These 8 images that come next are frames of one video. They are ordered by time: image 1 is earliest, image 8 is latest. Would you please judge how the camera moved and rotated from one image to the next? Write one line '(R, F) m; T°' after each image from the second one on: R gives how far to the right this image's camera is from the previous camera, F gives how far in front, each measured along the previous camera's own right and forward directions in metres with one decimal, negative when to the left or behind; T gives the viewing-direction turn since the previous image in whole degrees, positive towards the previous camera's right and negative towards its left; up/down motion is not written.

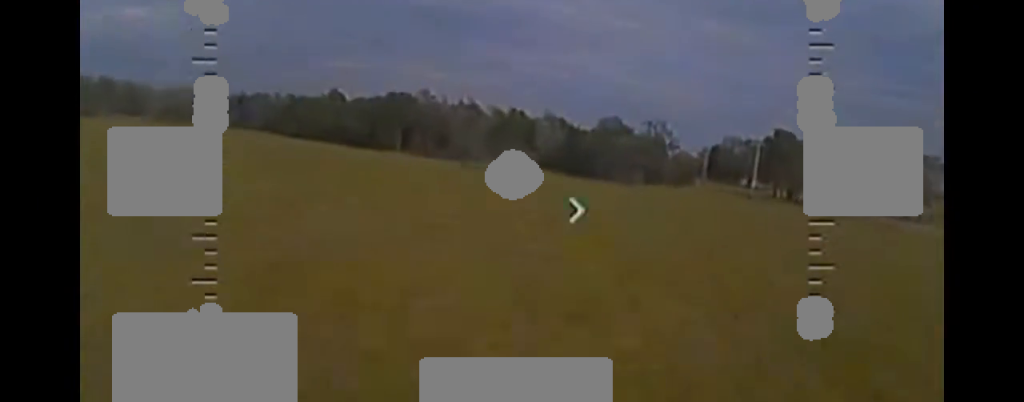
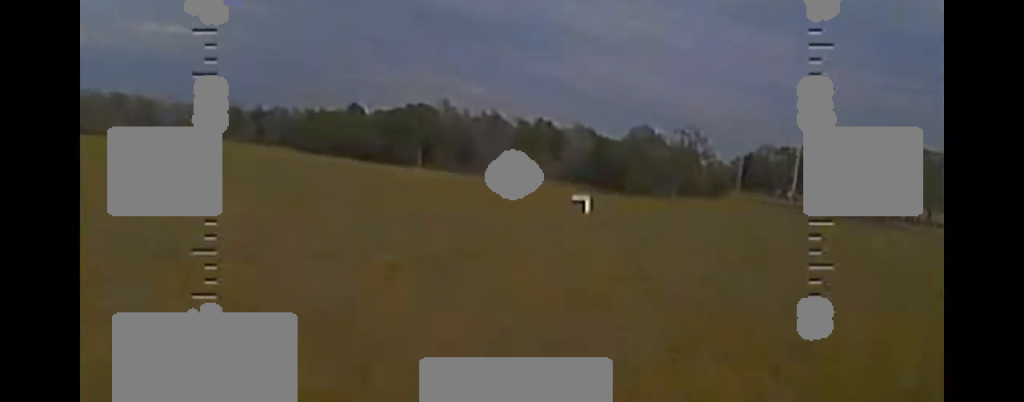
(+0.3, +5.9) m; -5°
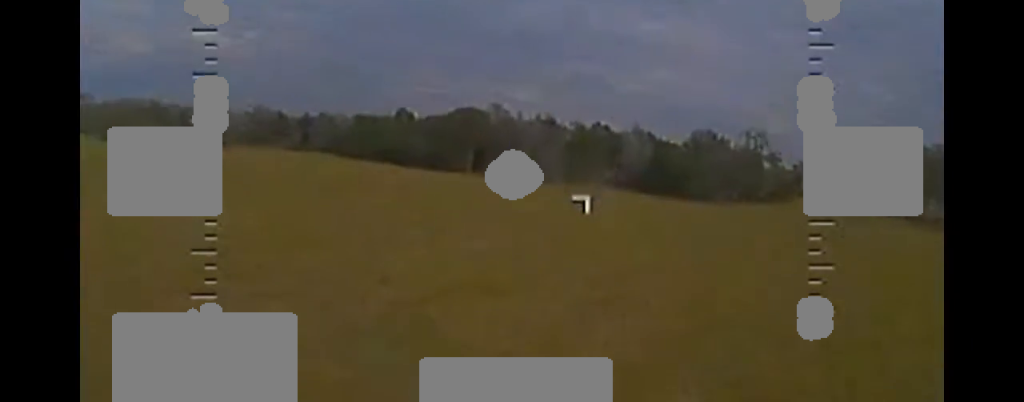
(-0.8, +6.4) m; -6°
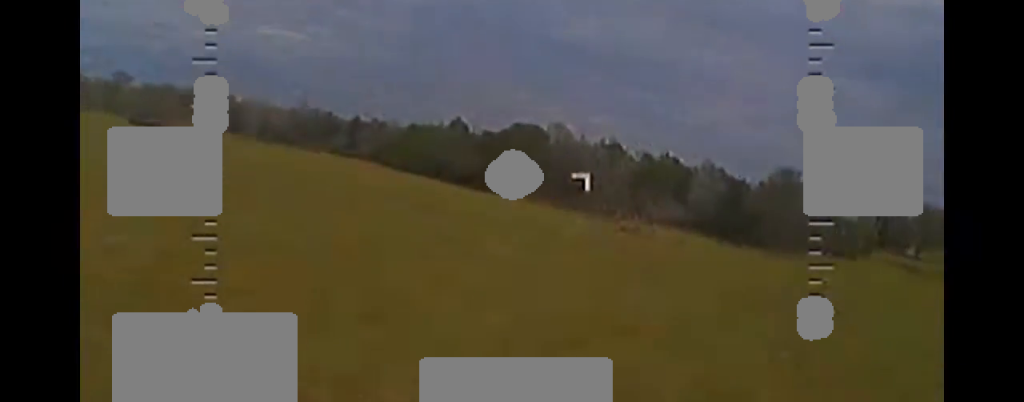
(-1.3, +11.9) m; -6°
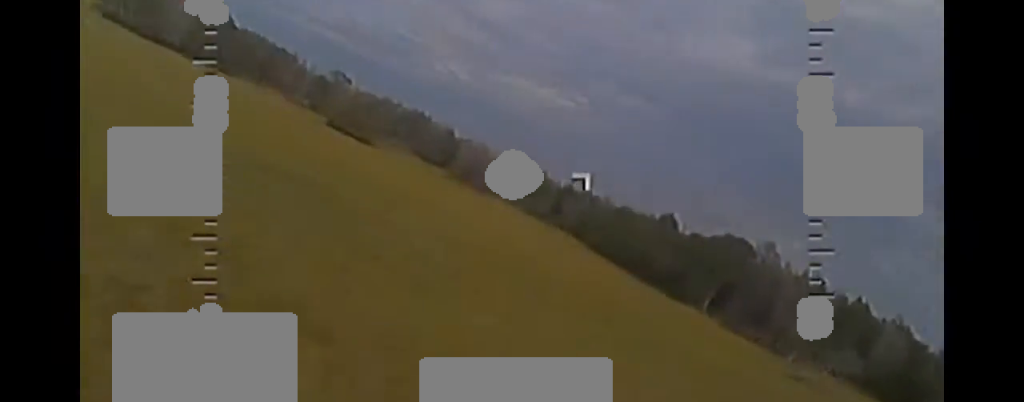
(-0.1, +8.6) m; -5°
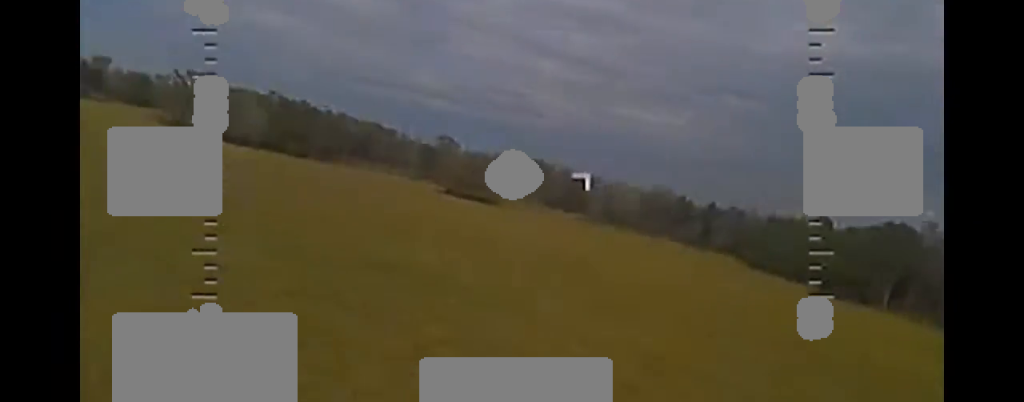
(+0.6, +7.8) m; -19°
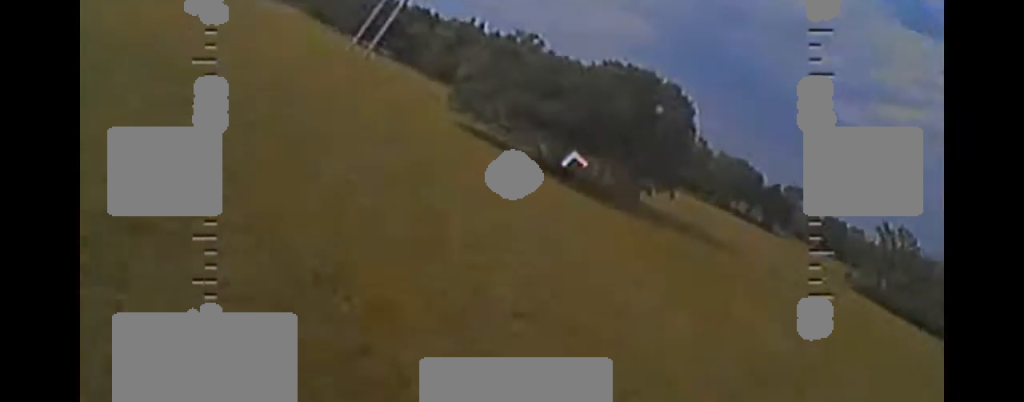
(-16.0, +20.9) m; -75°
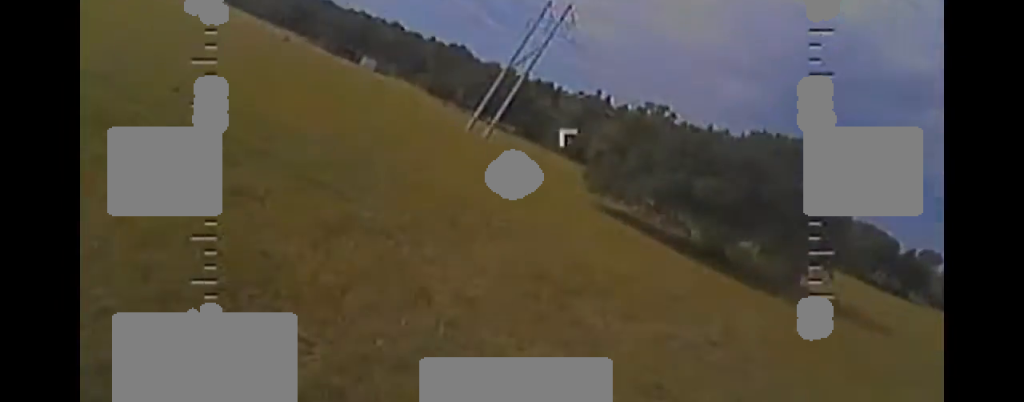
(-2.3, +5.7) m; -11°
